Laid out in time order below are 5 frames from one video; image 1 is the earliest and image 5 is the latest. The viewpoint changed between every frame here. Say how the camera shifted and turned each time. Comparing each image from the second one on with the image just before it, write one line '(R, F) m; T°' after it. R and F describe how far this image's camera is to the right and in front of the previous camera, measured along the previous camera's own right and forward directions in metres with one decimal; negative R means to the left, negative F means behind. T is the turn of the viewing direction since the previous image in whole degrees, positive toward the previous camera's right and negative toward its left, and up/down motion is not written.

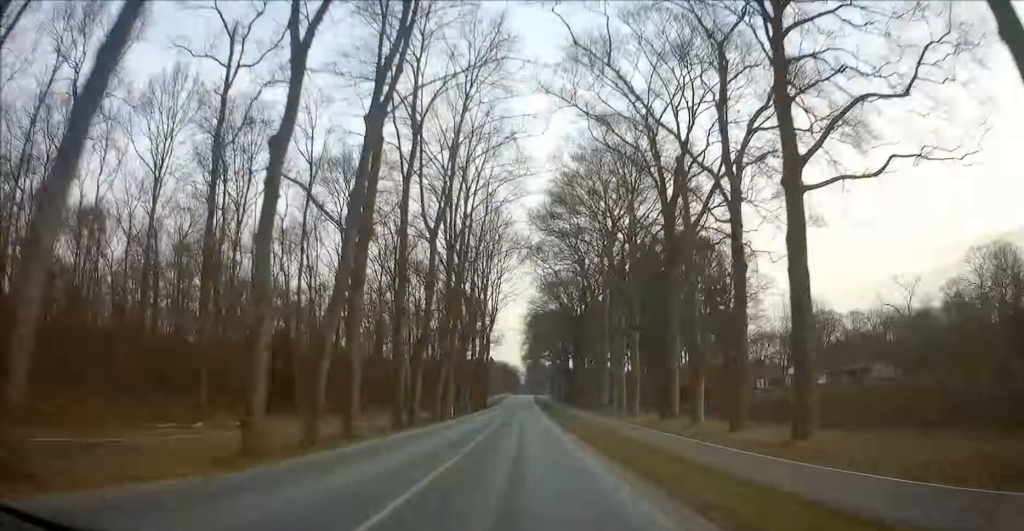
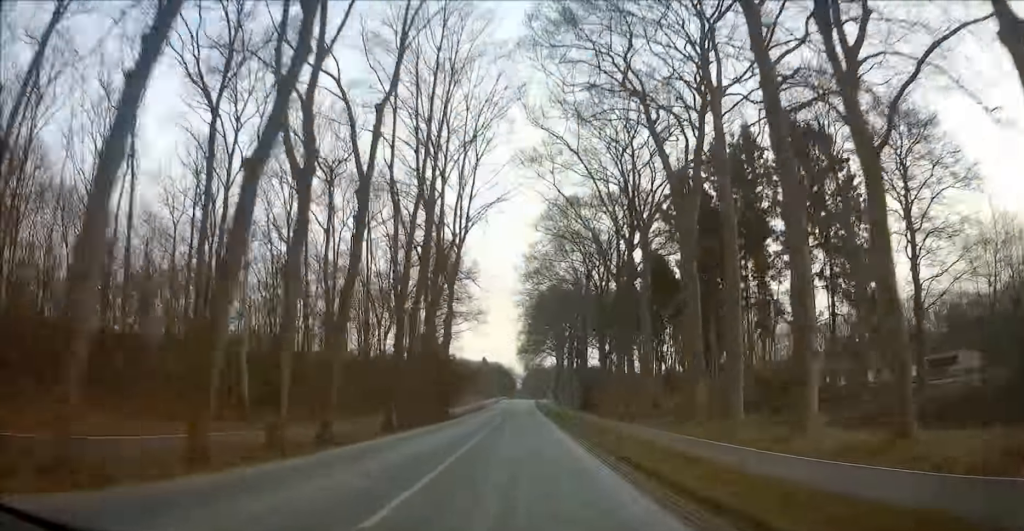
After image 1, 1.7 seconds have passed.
(0.0, +39.3) m; 0°
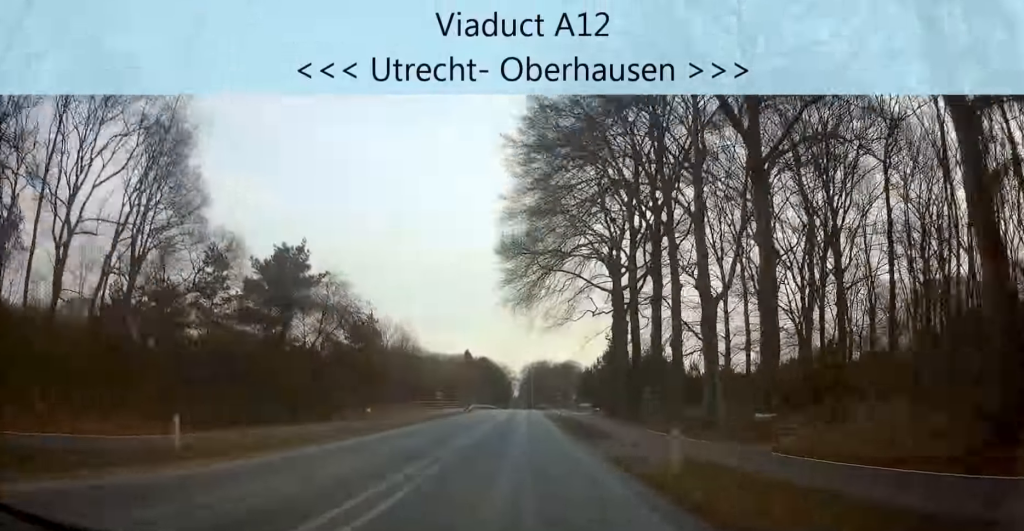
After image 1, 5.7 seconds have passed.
(0.0, +94.3) m; +1°
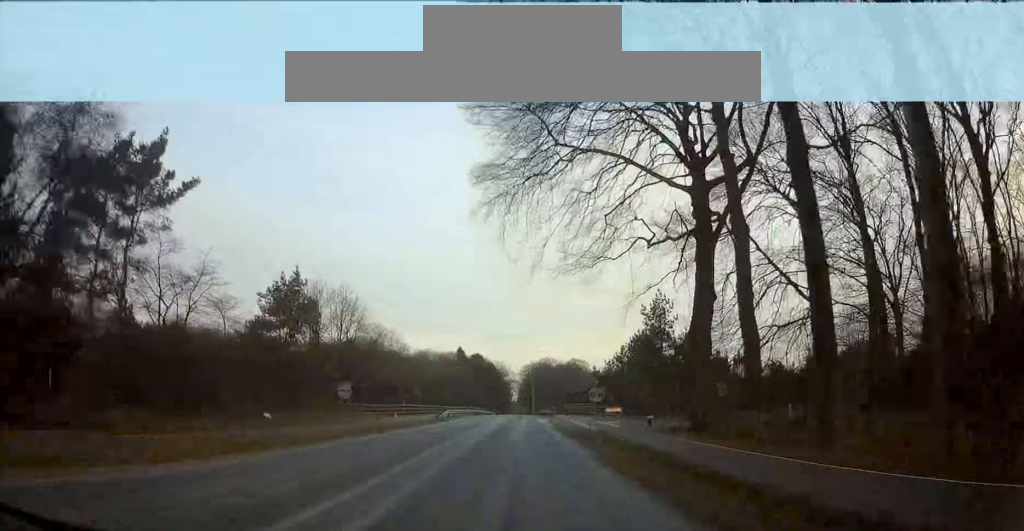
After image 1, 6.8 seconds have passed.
(+0.3, +26.7) m; 0°
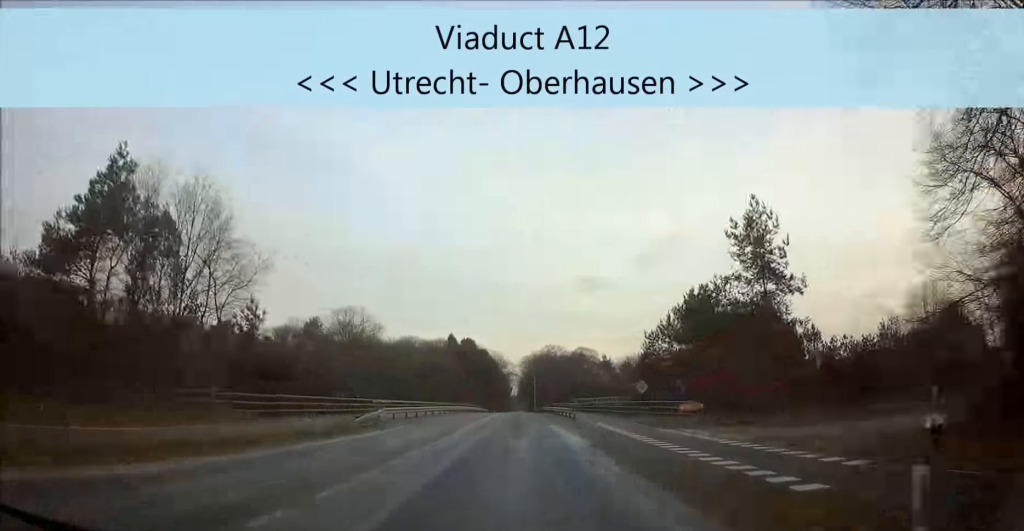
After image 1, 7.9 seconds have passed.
(+0.4, +26.8) m; 0°
